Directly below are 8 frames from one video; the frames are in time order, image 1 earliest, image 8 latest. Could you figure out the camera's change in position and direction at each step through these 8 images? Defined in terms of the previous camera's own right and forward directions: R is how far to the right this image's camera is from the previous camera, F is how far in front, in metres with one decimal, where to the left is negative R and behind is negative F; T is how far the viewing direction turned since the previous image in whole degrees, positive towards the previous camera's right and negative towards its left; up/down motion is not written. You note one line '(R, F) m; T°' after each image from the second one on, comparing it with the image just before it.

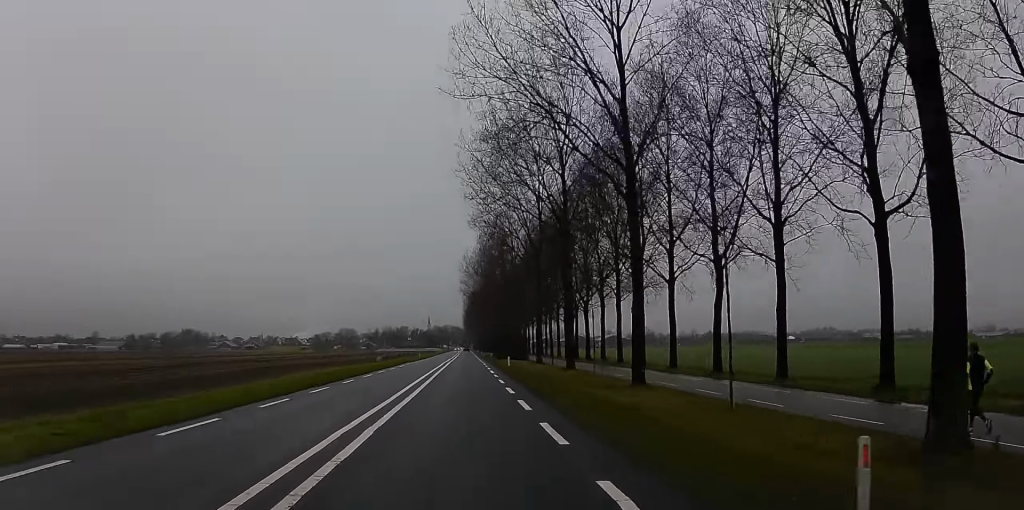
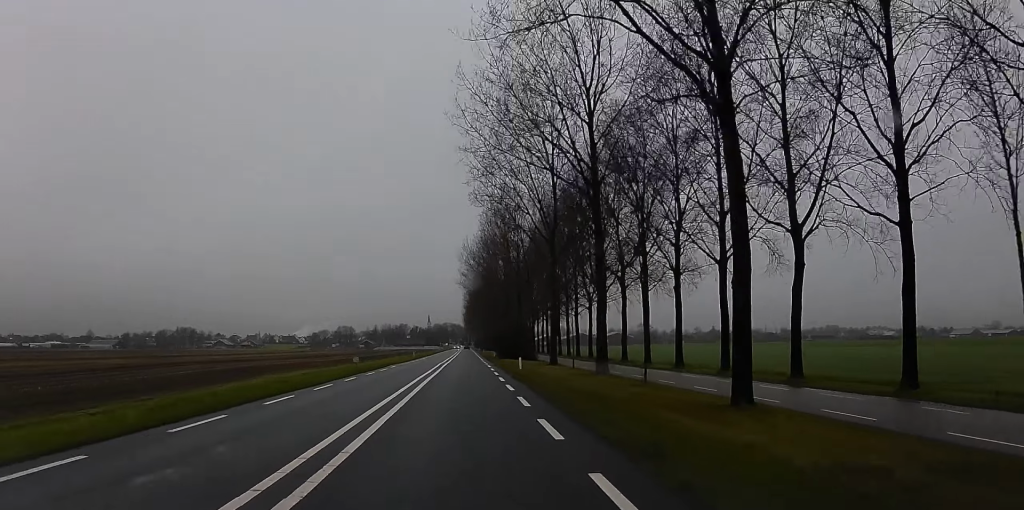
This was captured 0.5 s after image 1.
(-0.1, +11.4) m; 0°
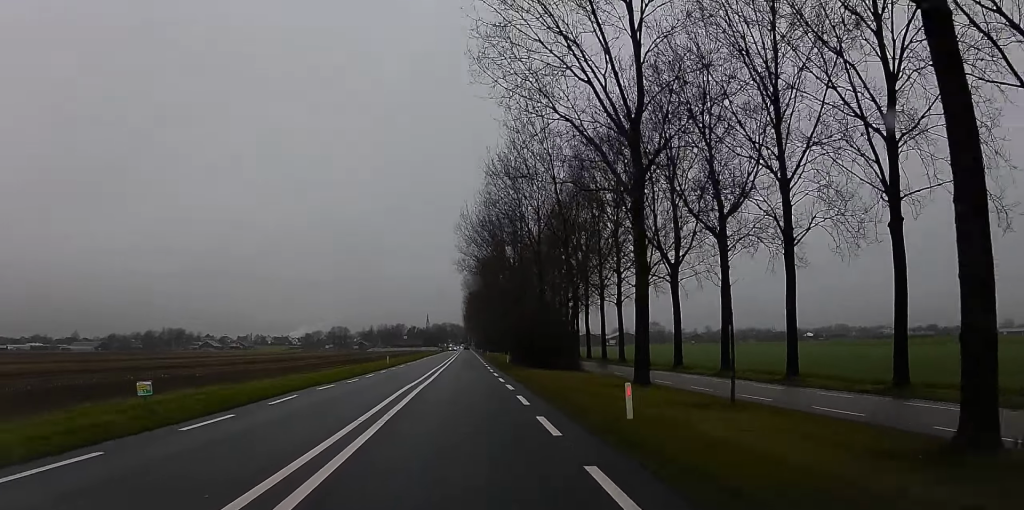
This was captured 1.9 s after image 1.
(+0.1, +29.9) m; 0°
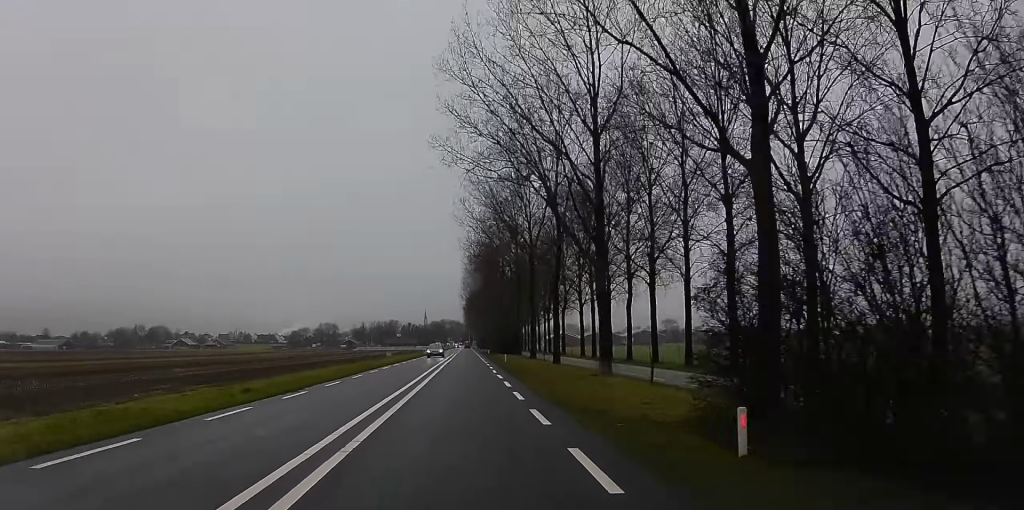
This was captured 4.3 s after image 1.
(-0.9, +52.3) m; -2°
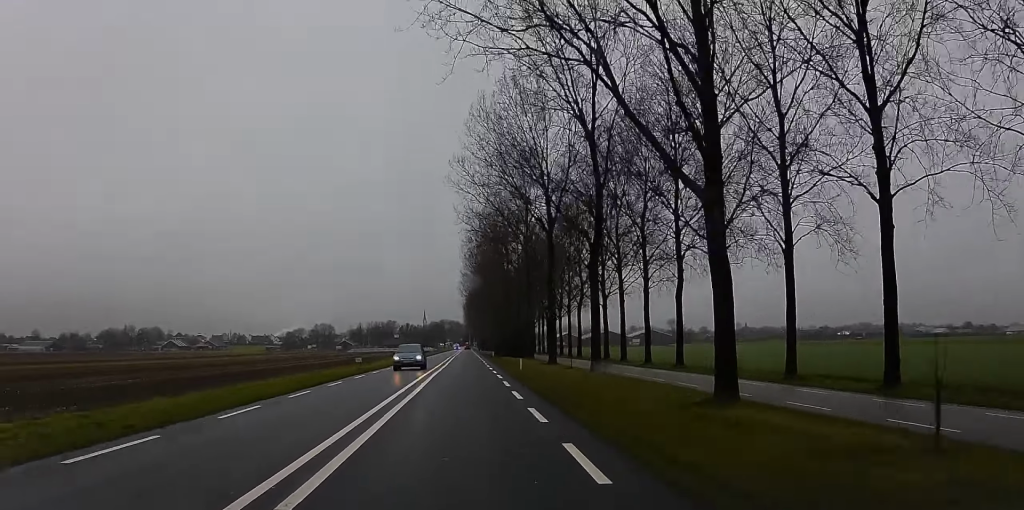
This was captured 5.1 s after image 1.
(0.0, +17.2) m; -1°
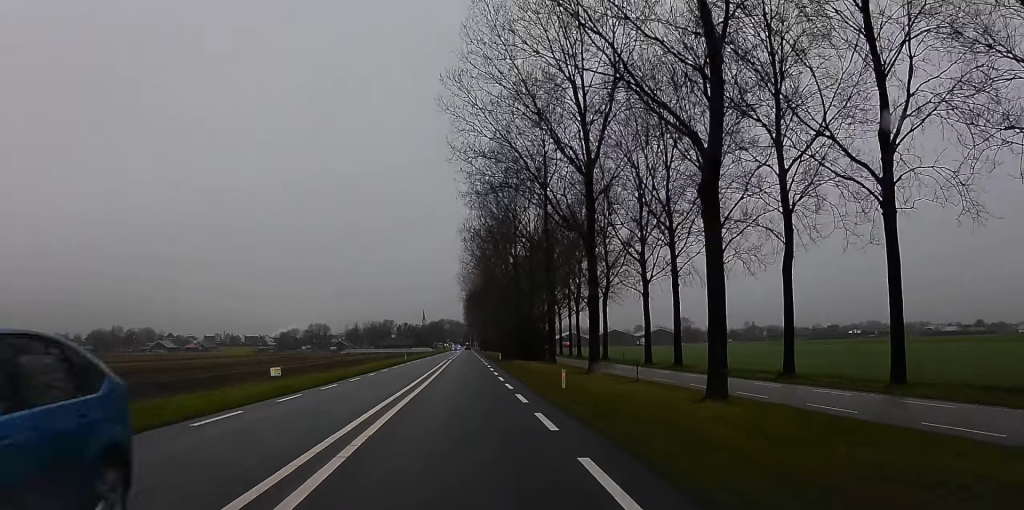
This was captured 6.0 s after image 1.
(-0.2, +19.6) m; 0°
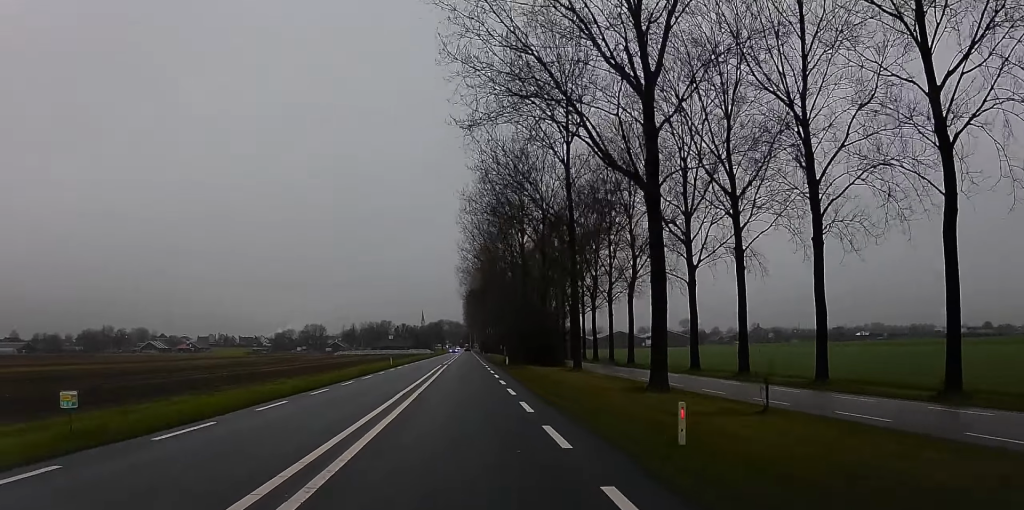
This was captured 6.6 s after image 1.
(-0.2, +13.6) m; 0°
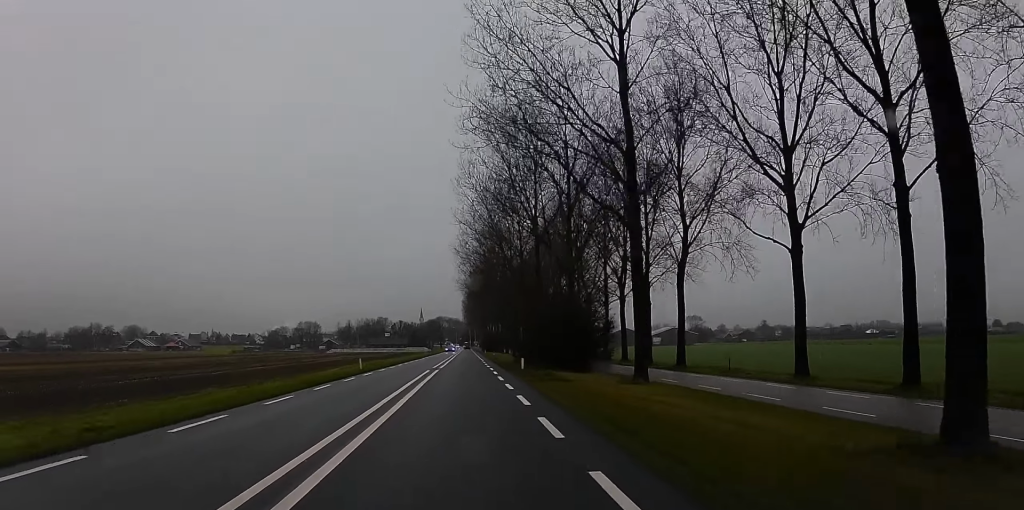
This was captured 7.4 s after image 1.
(+0.3, +17.0) m; +3°
